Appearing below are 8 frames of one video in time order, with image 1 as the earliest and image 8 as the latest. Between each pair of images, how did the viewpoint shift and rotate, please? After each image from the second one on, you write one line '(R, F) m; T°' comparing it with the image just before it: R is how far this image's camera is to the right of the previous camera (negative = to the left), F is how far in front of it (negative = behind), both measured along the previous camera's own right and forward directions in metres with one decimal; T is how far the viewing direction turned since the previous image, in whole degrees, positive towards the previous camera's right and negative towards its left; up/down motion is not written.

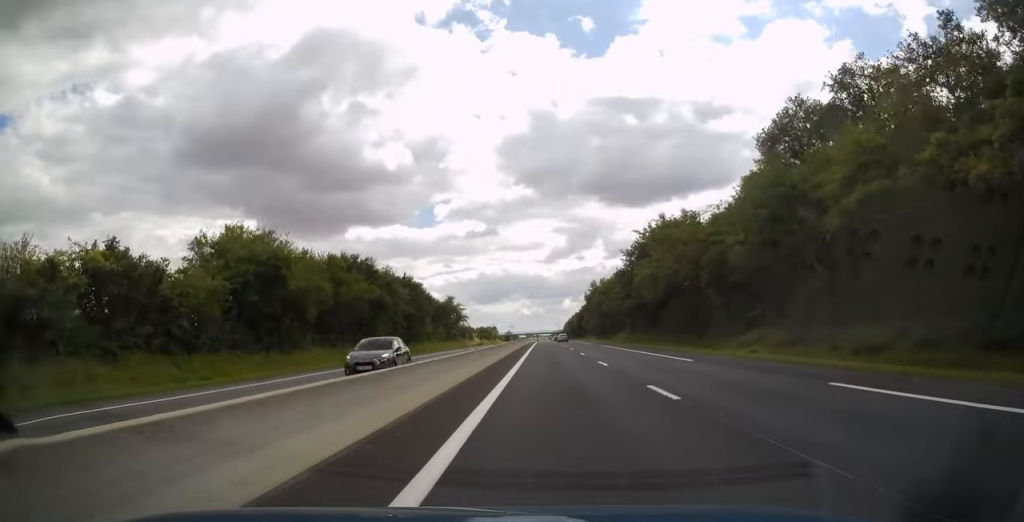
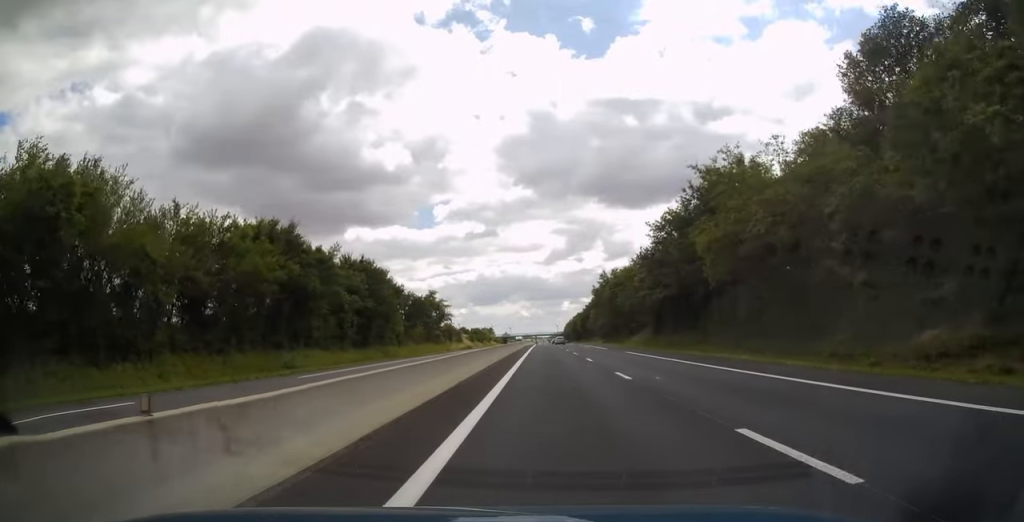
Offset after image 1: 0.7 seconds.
(0.0, +19.9) m; 0°
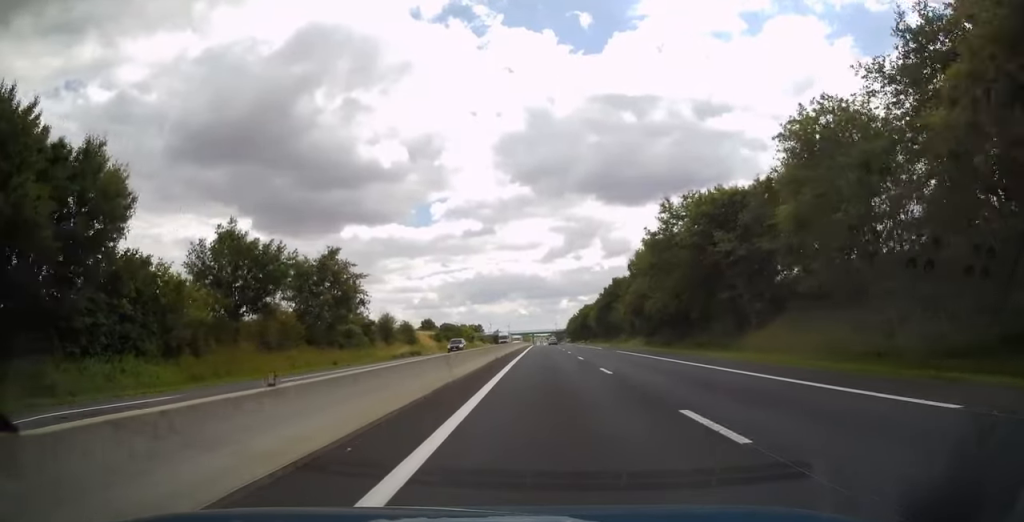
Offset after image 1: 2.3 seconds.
(+0.5, +49.5) m; 0°
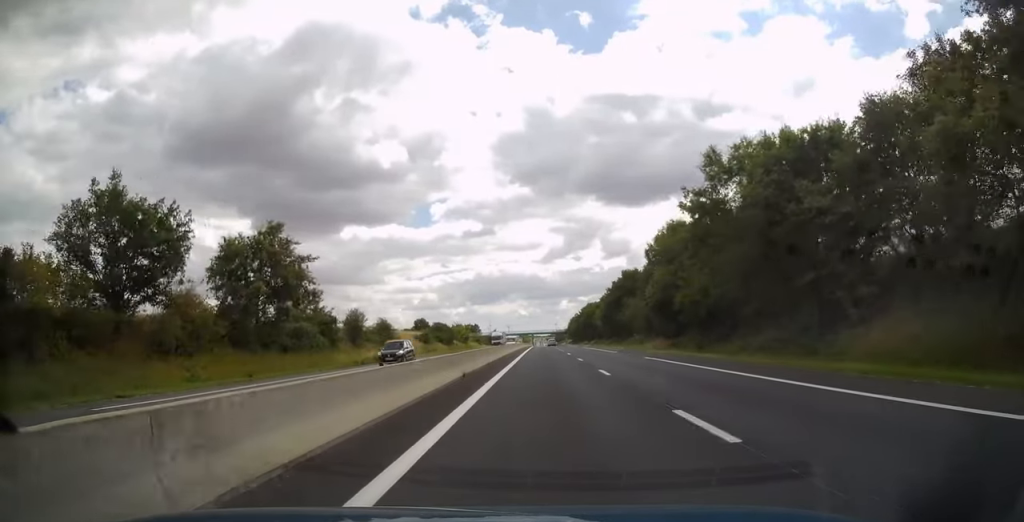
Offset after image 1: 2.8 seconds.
(0.0, +12.8) m; 0°
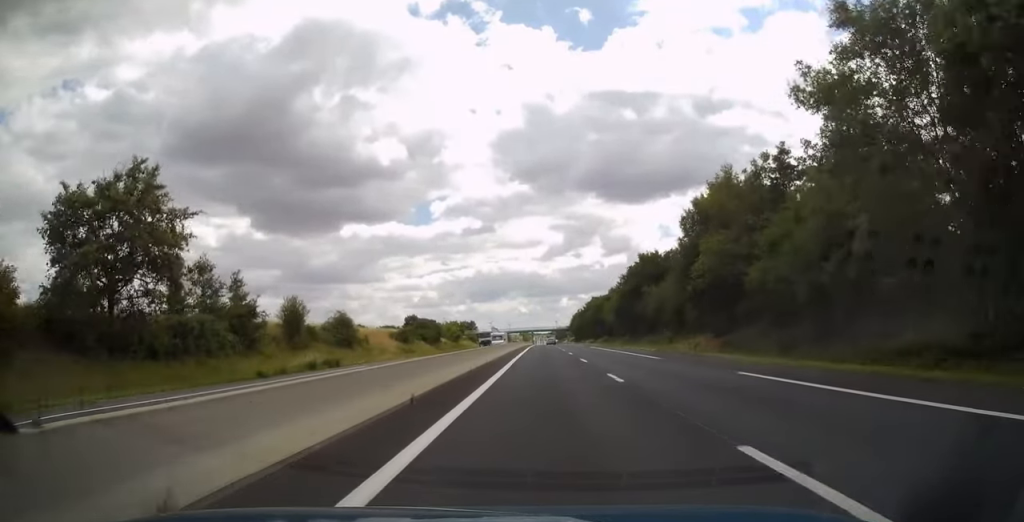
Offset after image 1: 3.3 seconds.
(-0.2, +16.3) m; 0°
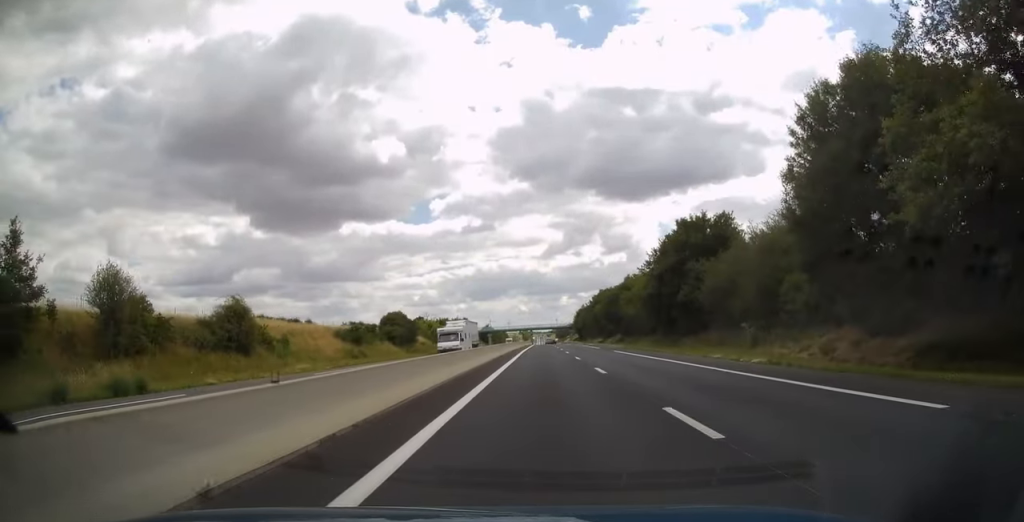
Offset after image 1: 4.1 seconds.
(+0.1, +22.2) m; 0°
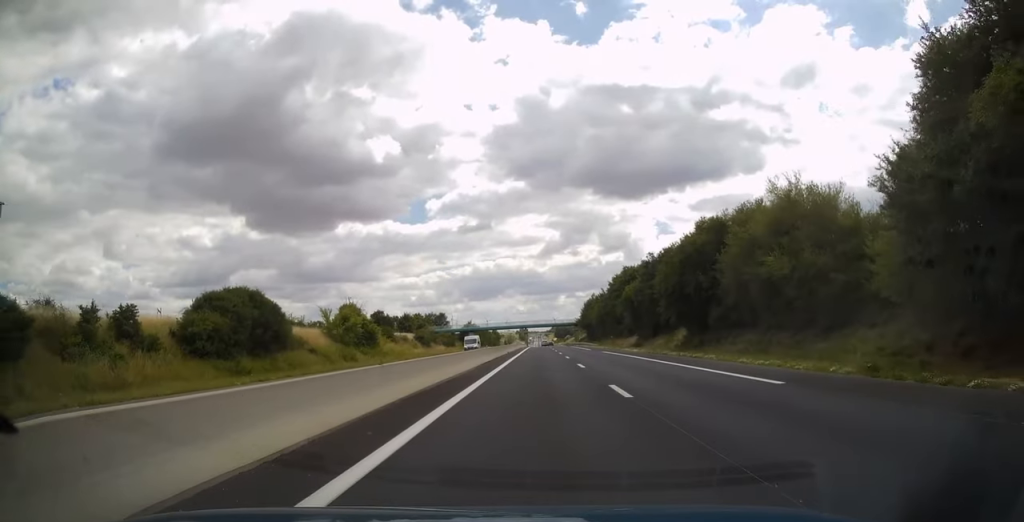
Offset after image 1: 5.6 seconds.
(-0.1, +46.4) m; 0°
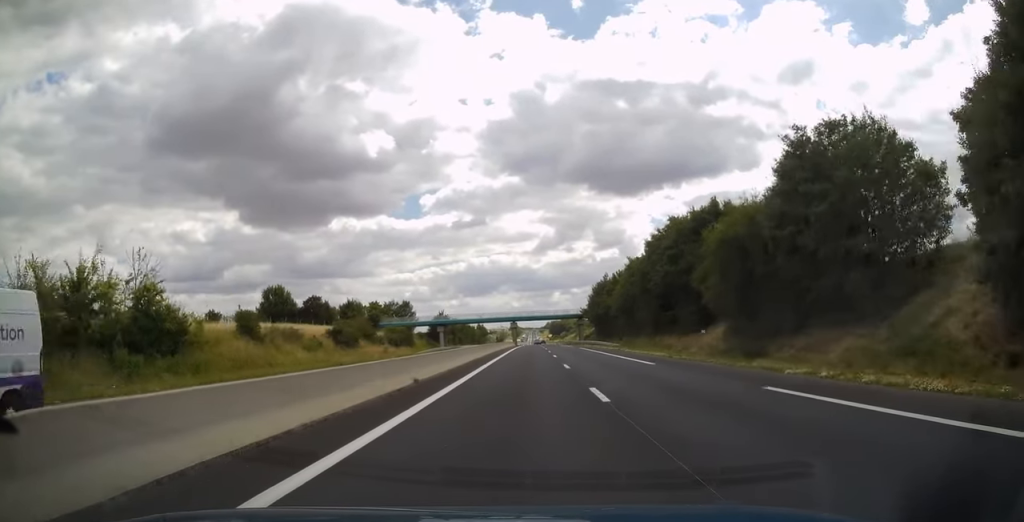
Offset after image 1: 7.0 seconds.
(+0.2, +39.5) m; 0°
